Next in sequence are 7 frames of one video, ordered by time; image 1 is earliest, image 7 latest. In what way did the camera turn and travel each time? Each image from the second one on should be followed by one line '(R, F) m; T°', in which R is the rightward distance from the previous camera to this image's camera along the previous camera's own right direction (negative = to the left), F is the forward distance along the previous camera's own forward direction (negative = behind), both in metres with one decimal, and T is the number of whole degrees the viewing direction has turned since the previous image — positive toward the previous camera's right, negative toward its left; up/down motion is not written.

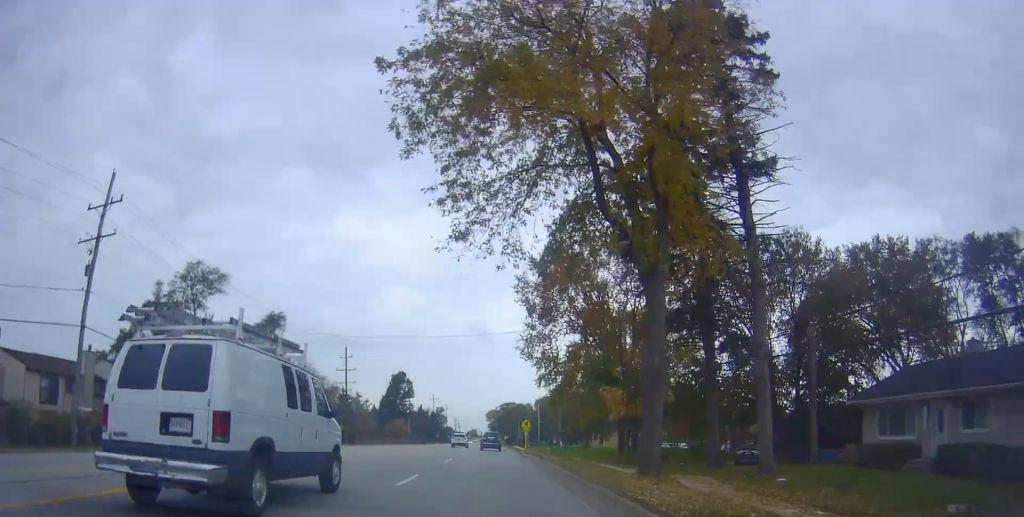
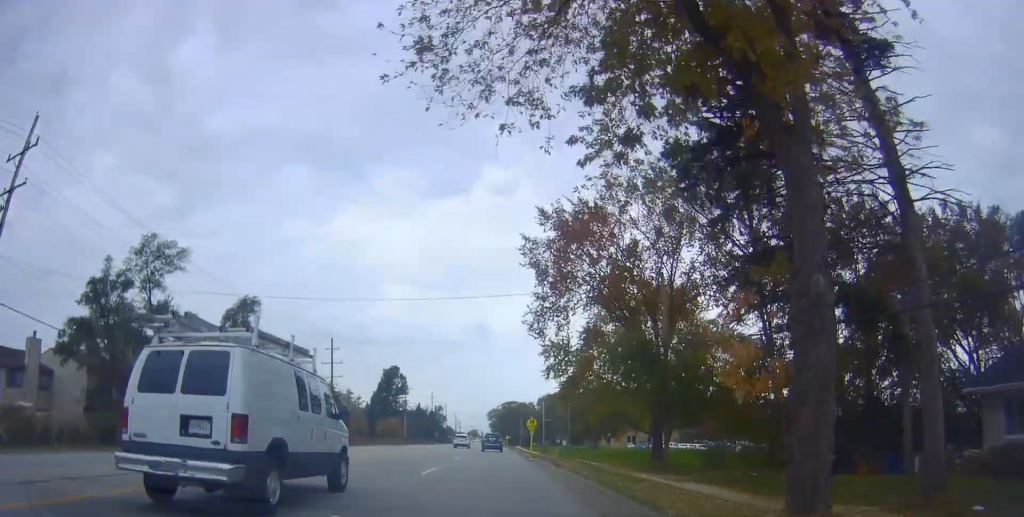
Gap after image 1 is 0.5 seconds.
(0.0, +8.4) m; -1°
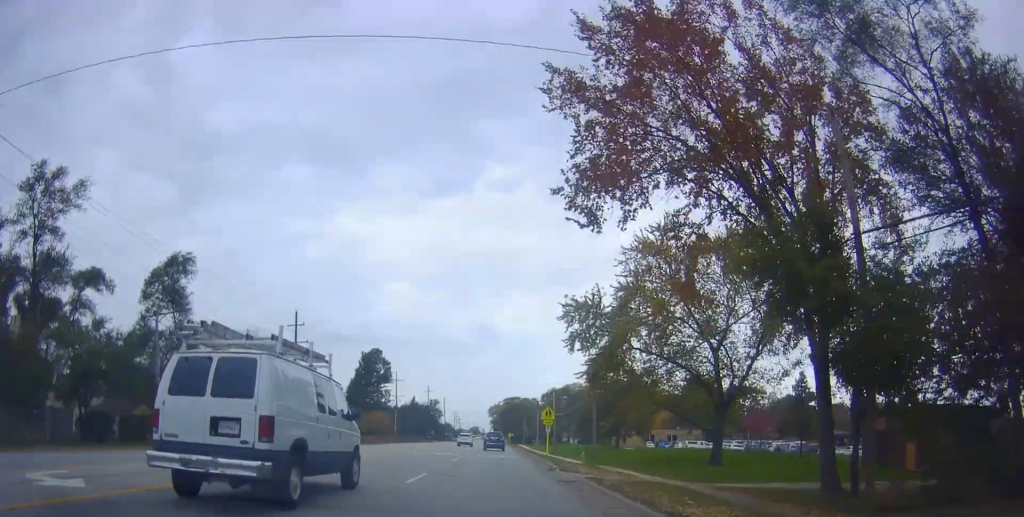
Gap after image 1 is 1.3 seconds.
(-0.1, +15.5) m; -1°
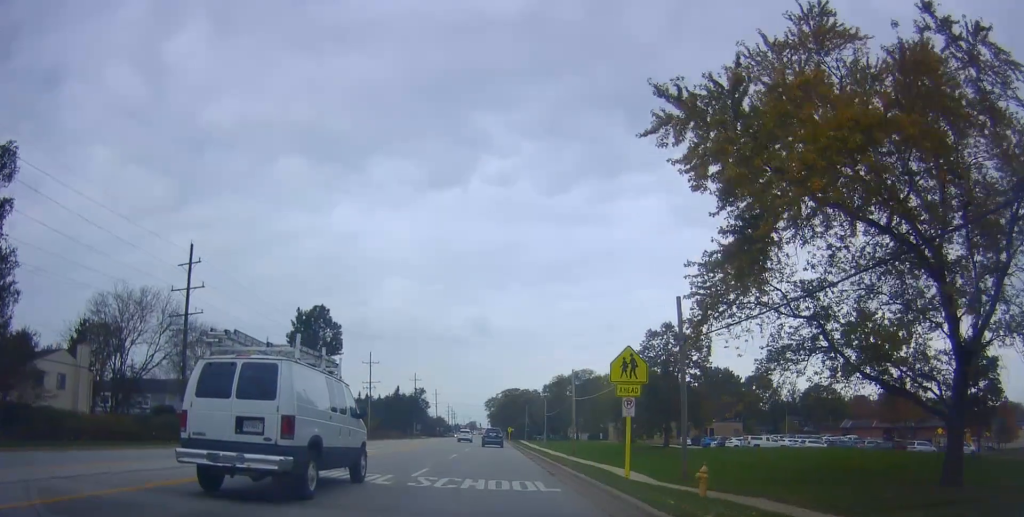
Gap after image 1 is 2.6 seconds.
(-0.6, +23.7) m; -1°
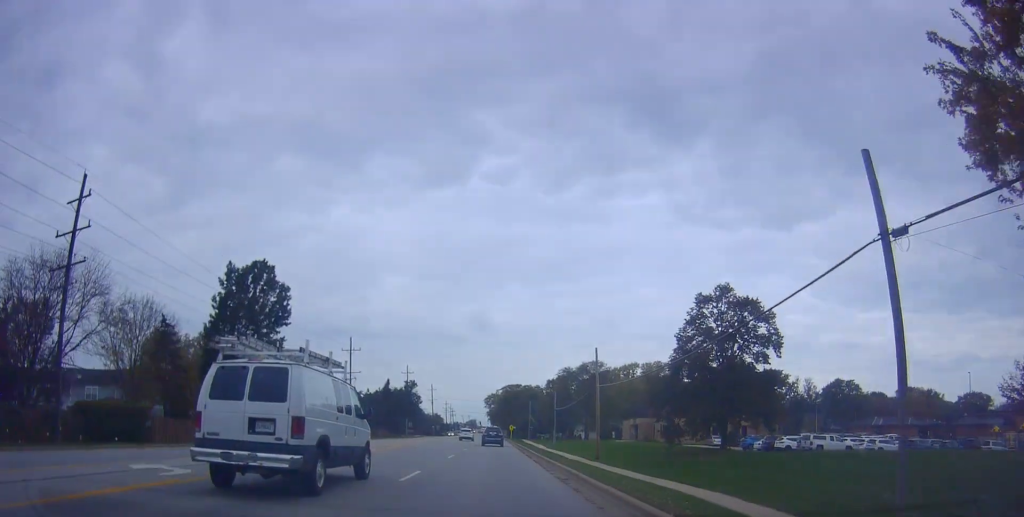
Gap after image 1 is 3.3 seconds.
(0.0, +14.2) m; 0°
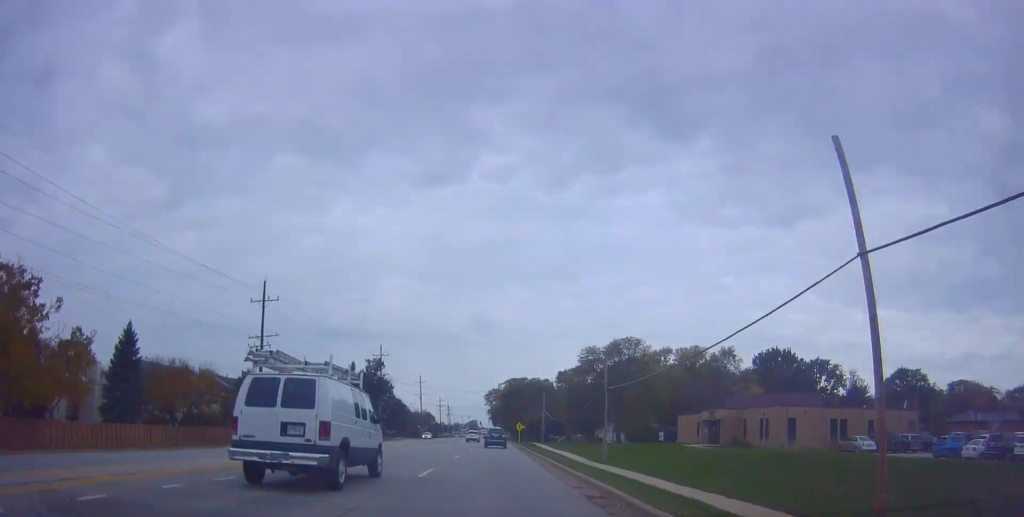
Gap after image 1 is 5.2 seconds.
(+0.2, +34.8) m; +2°
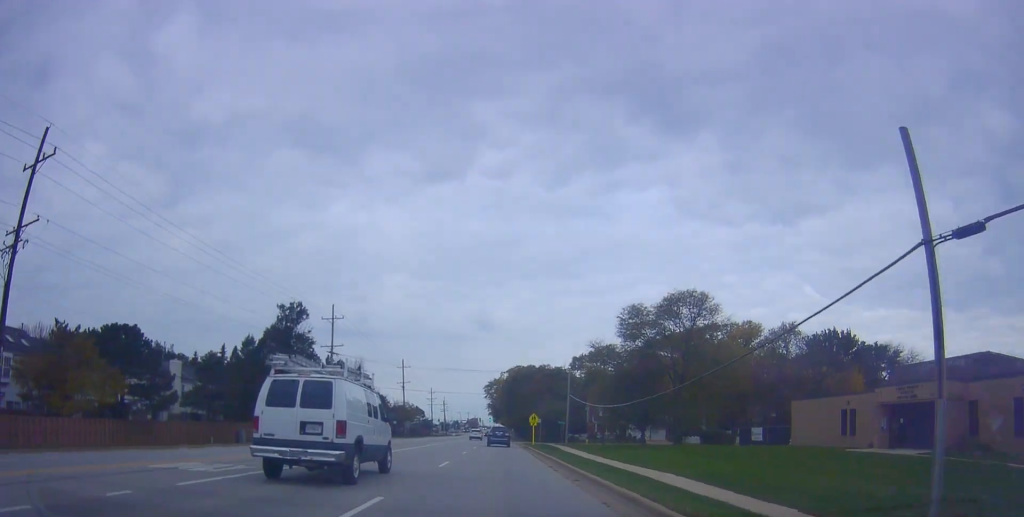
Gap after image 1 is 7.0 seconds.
(-0.1, +33.2) m; -2°
